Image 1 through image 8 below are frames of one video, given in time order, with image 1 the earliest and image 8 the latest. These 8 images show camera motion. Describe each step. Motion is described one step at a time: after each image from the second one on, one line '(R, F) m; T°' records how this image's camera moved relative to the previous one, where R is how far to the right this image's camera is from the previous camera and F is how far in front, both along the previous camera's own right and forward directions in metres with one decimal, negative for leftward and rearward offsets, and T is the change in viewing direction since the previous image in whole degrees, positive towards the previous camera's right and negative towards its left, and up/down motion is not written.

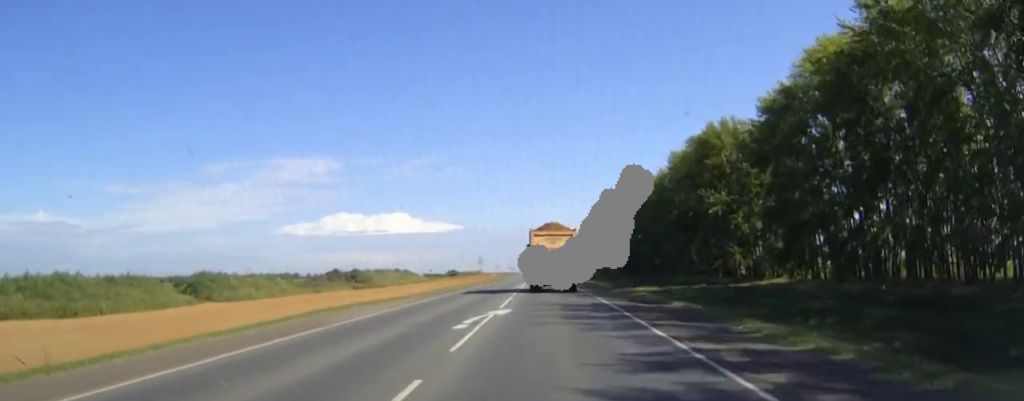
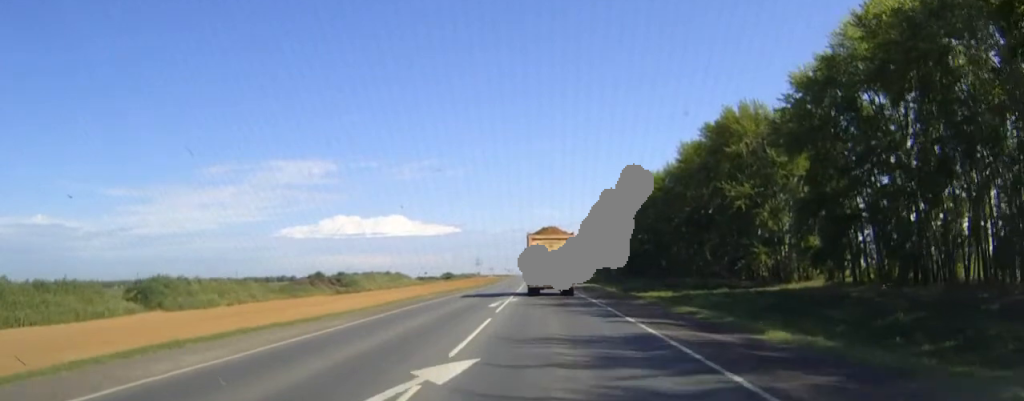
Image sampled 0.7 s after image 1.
(0.0, +12.2) m; 0°
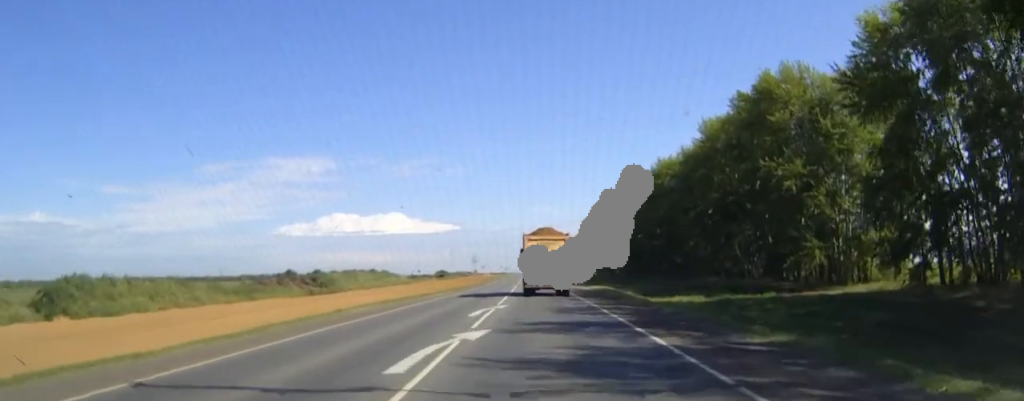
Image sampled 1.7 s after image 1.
(0.0, +18.2) m; 0°
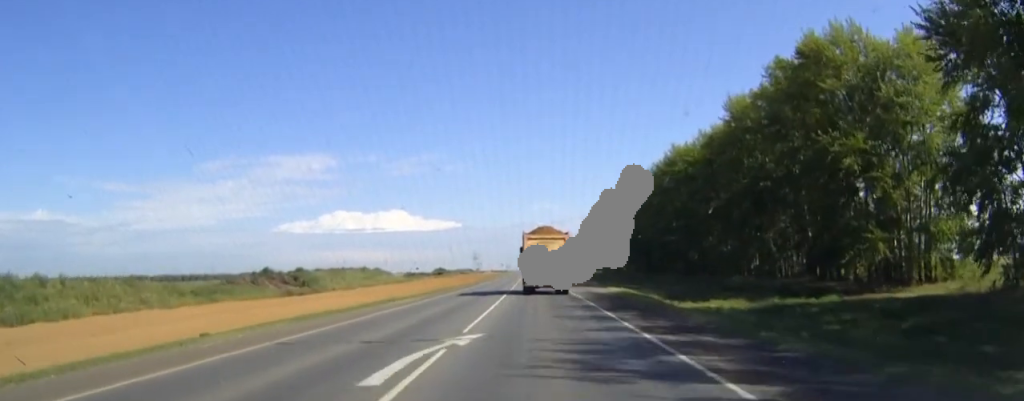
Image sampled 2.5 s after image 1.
(-0.1, +13.6) m; 0°
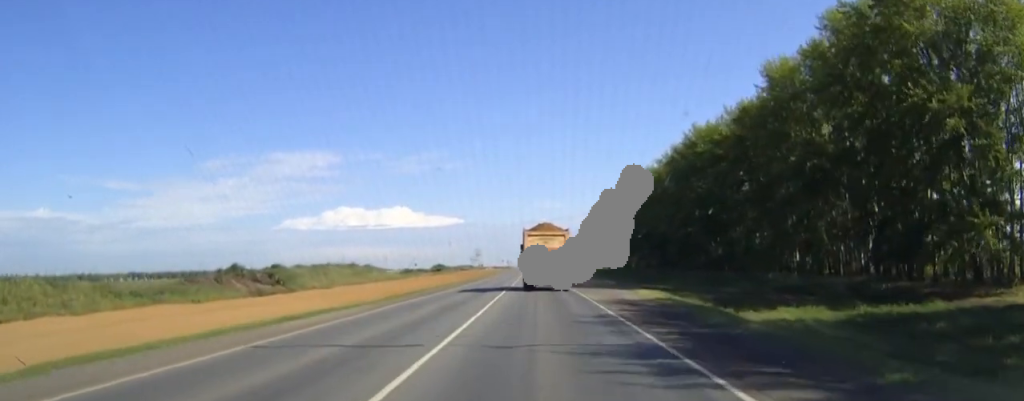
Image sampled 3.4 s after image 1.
(0.0, +15.5) m; 0°
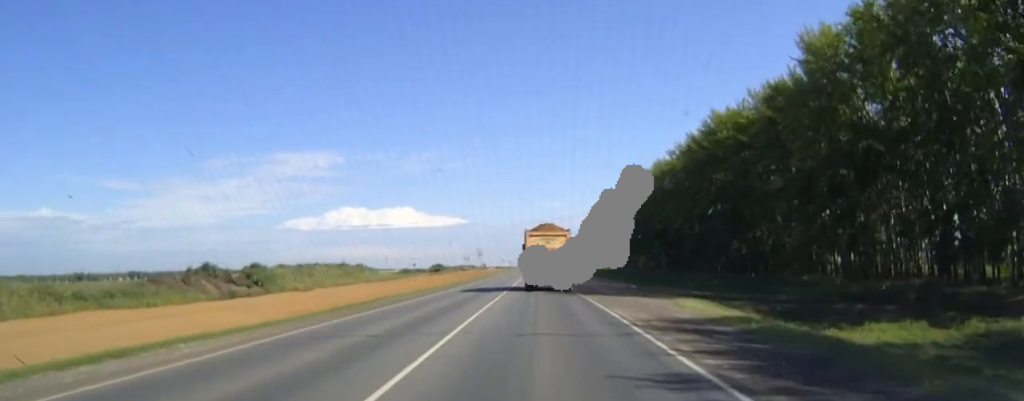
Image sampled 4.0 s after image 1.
(0.0, +11.4) m; 0°
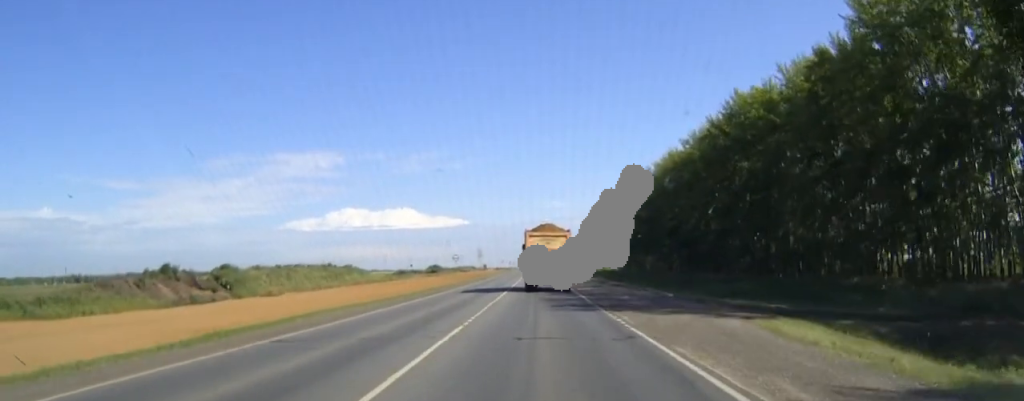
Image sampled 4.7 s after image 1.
(-0.1, +12.6) m; 0°
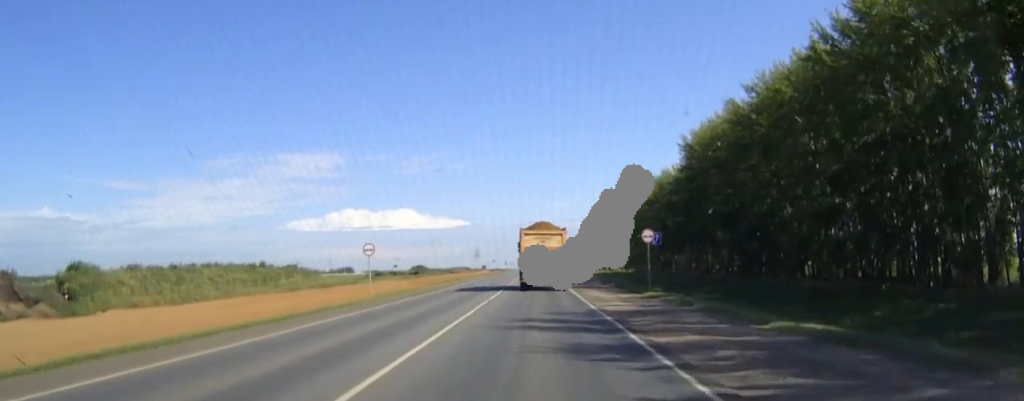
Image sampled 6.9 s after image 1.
(0.0, +40.2) m; 0°
